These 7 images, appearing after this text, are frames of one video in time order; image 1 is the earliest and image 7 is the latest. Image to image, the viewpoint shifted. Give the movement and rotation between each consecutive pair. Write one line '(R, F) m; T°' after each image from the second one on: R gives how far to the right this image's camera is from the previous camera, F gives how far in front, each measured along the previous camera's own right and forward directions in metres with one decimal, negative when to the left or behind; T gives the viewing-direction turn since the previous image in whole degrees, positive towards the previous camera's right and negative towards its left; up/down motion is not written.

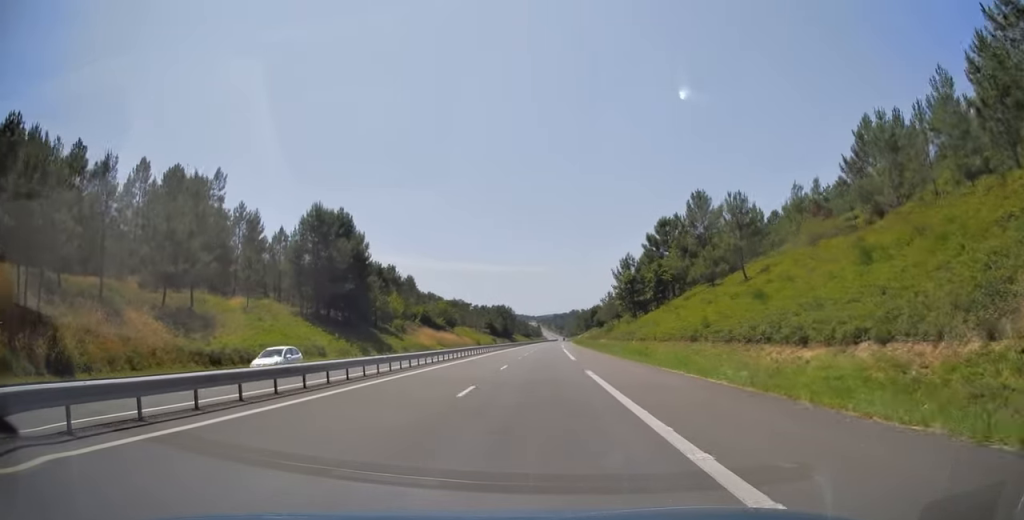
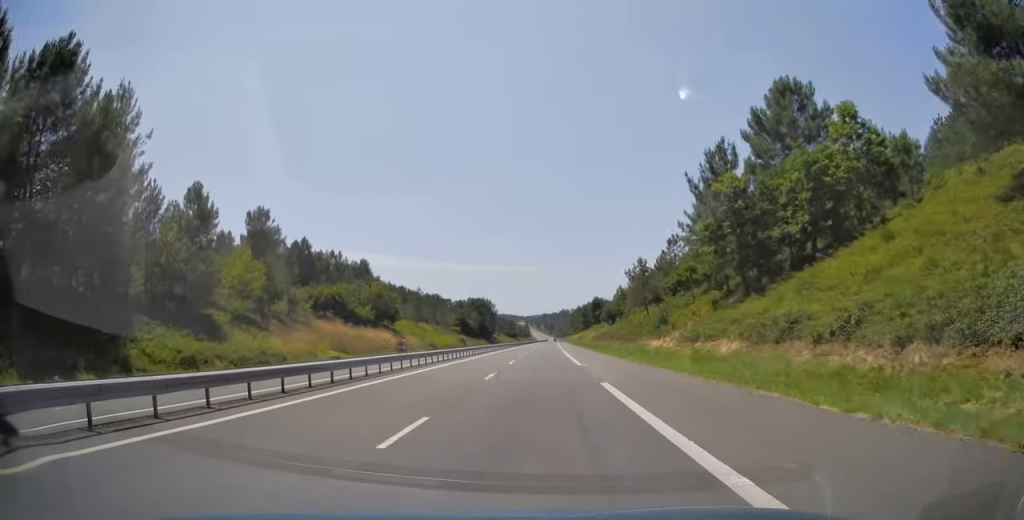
(+0.7, +59.1) m; +1°
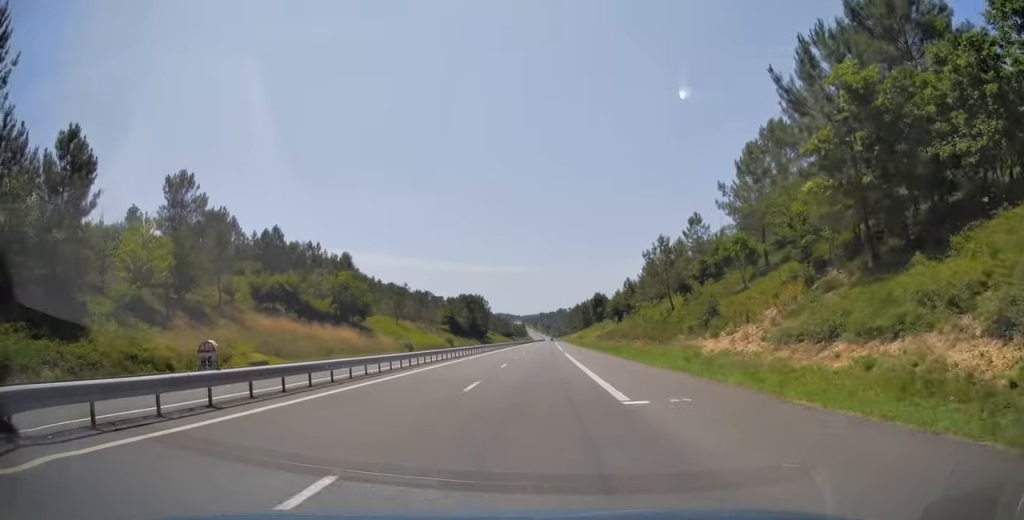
(0.0, +17.8) m; 0°
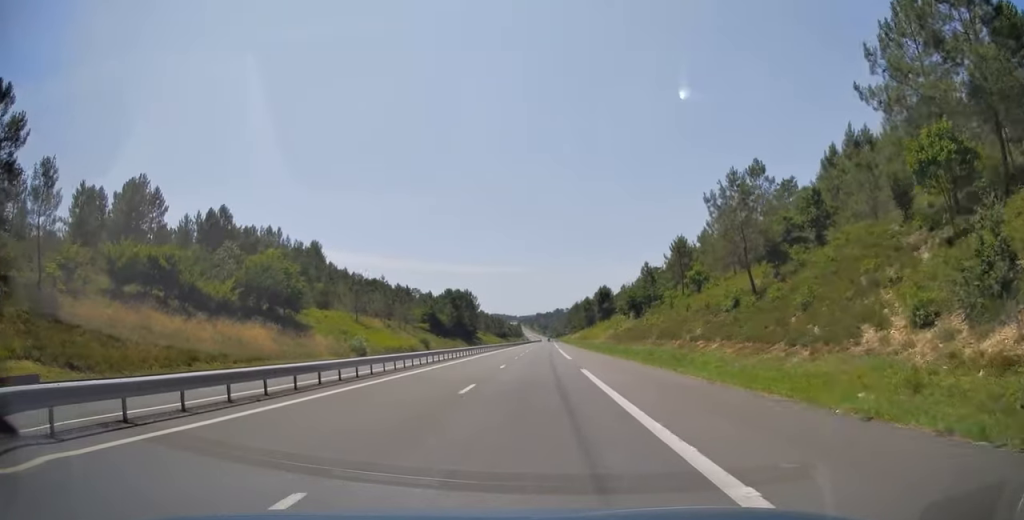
(+0.1, +26.9) m; +1°
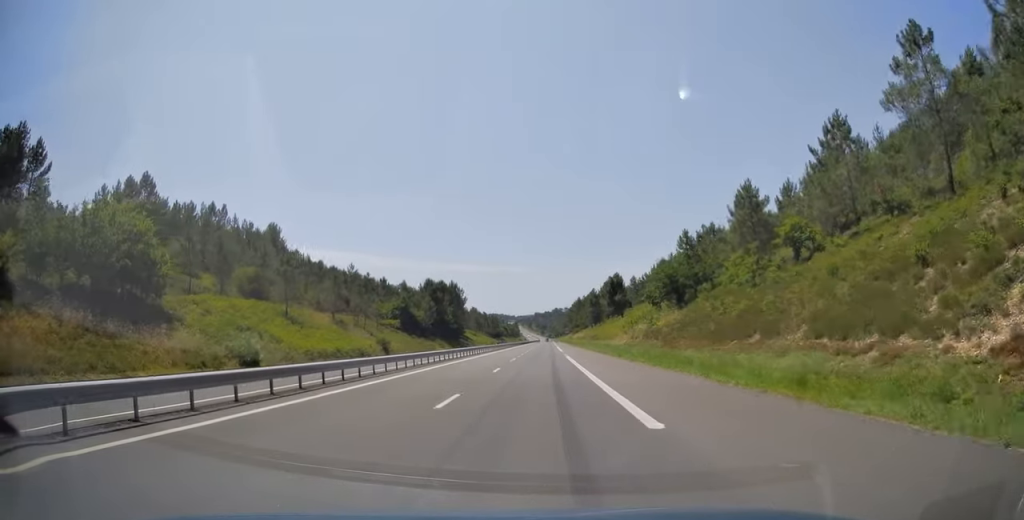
(+0.2, +29.6) m; 0°
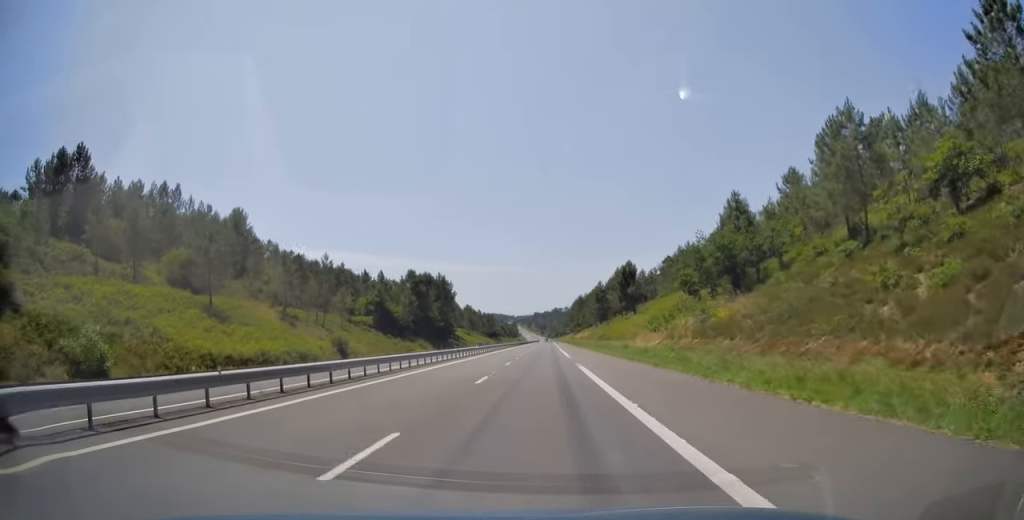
(+0.1, +19.4) m; 0°
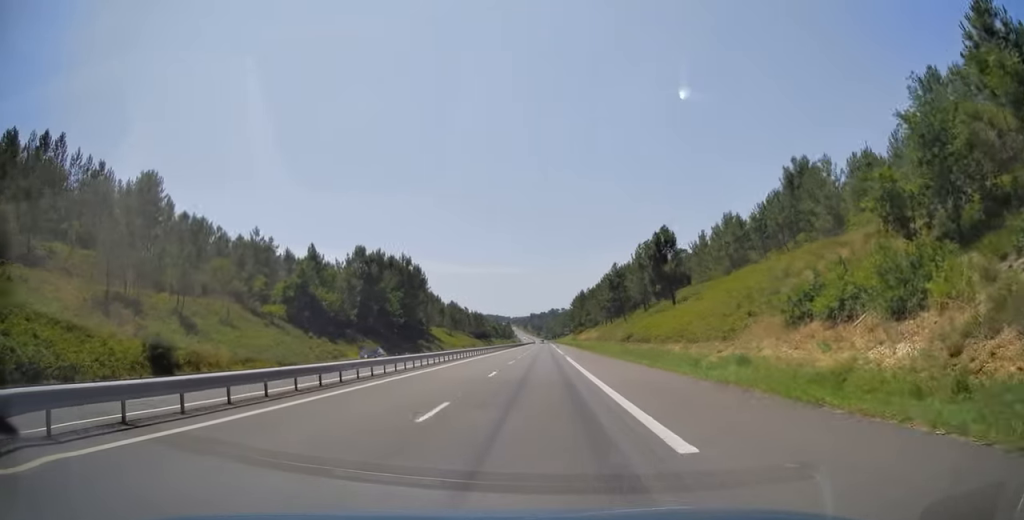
(-0.2, +35.0) m; 0°
